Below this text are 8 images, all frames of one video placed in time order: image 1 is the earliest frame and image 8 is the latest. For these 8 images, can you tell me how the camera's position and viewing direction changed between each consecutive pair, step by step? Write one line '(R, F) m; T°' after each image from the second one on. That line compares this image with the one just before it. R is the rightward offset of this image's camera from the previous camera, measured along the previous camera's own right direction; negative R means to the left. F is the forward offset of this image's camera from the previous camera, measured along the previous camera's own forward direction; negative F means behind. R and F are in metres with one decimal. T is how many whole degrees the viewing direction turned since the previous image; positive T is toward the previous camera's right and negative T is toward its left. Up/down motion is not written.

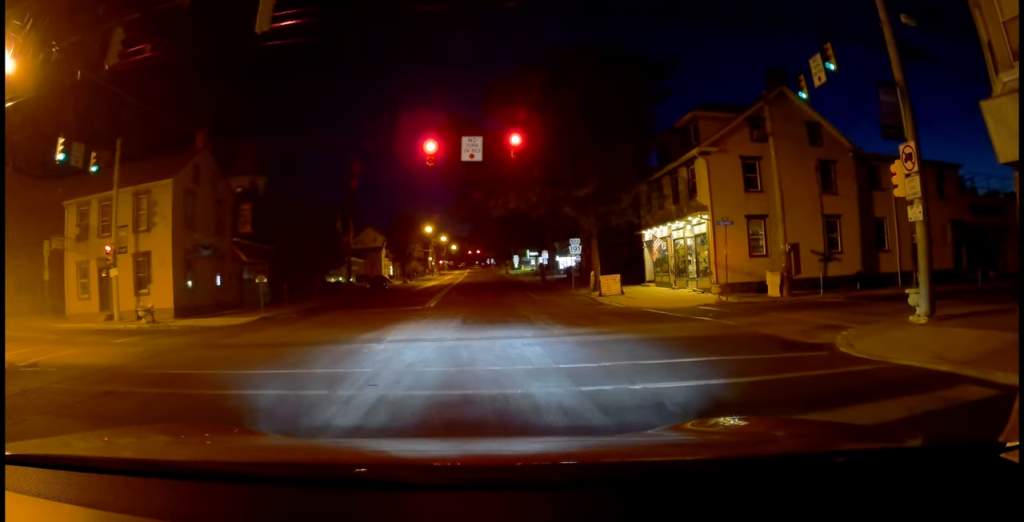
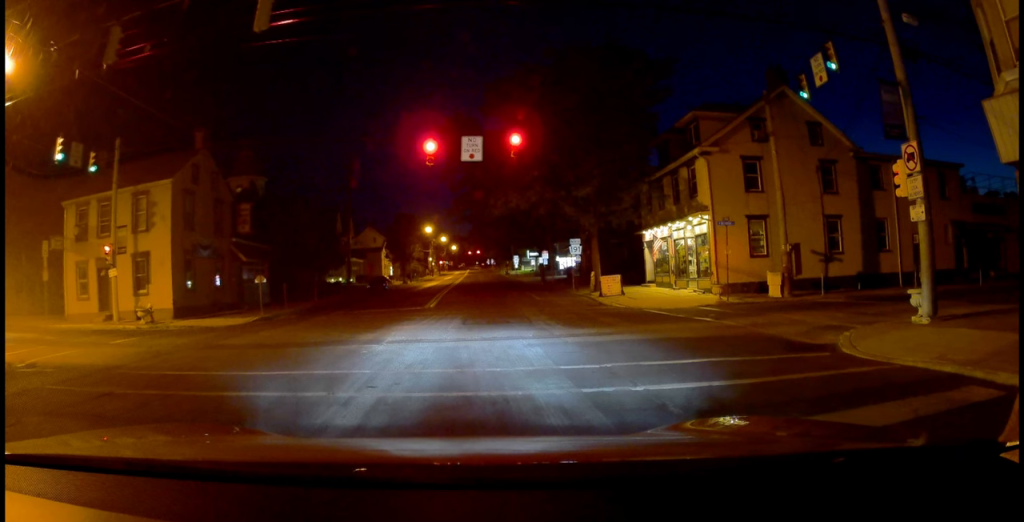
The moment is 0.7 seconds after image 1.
(0.0, +0.6) m; 0°
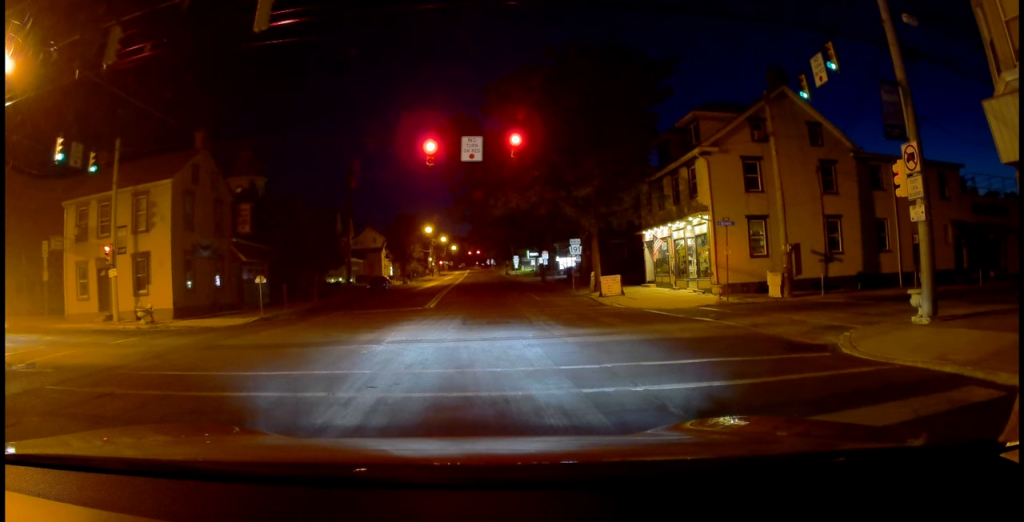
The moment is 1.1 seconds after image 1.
(0.0, +0.3) m; 0°
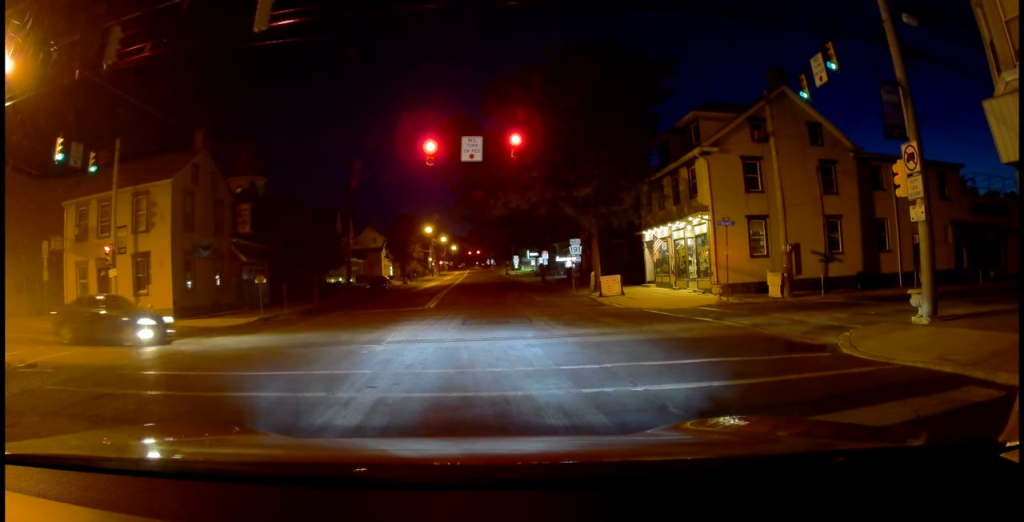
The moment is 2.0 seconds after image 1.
(0.0, 0.0) m; 0°
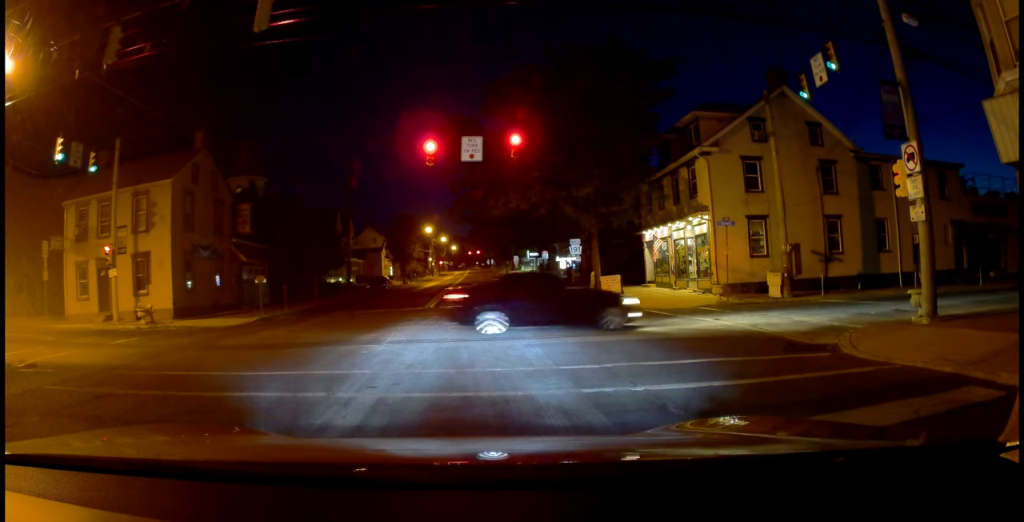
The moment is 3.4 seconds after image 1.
(0.0, 0.0) m; 0°
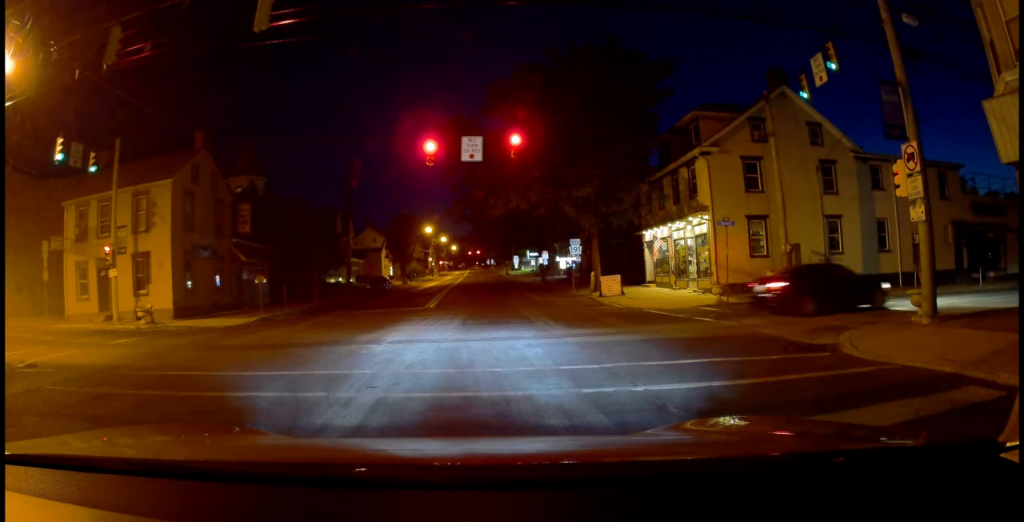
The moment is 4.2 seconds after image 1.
(0.0, 0.0) m; 0°
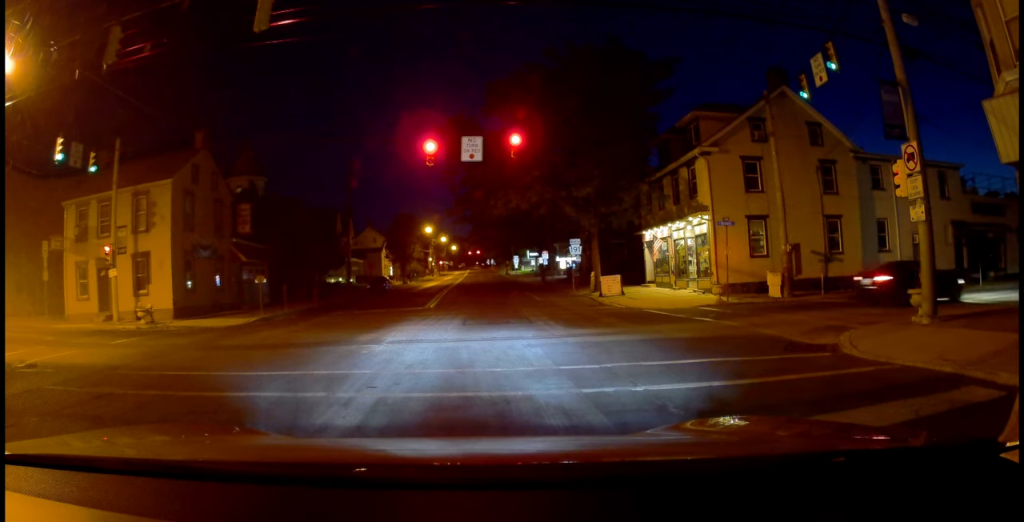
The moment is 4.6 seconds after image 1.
(0.0, 0.0) m; 0°
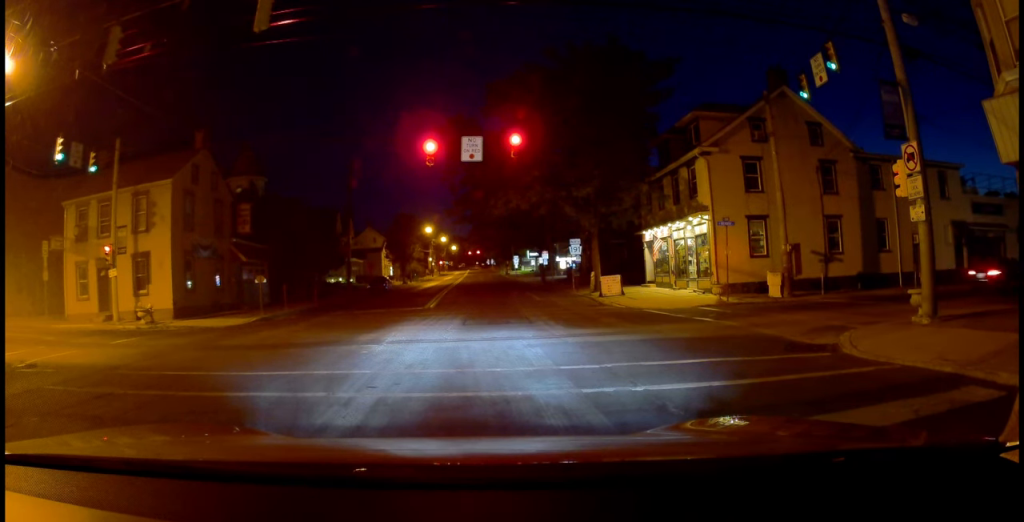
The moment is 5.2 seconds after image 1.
(0.0, 0.0) m; 0°
